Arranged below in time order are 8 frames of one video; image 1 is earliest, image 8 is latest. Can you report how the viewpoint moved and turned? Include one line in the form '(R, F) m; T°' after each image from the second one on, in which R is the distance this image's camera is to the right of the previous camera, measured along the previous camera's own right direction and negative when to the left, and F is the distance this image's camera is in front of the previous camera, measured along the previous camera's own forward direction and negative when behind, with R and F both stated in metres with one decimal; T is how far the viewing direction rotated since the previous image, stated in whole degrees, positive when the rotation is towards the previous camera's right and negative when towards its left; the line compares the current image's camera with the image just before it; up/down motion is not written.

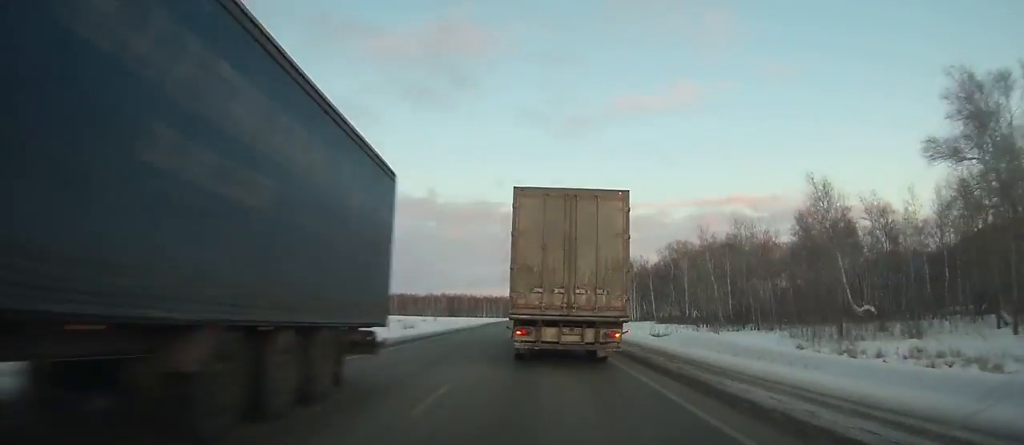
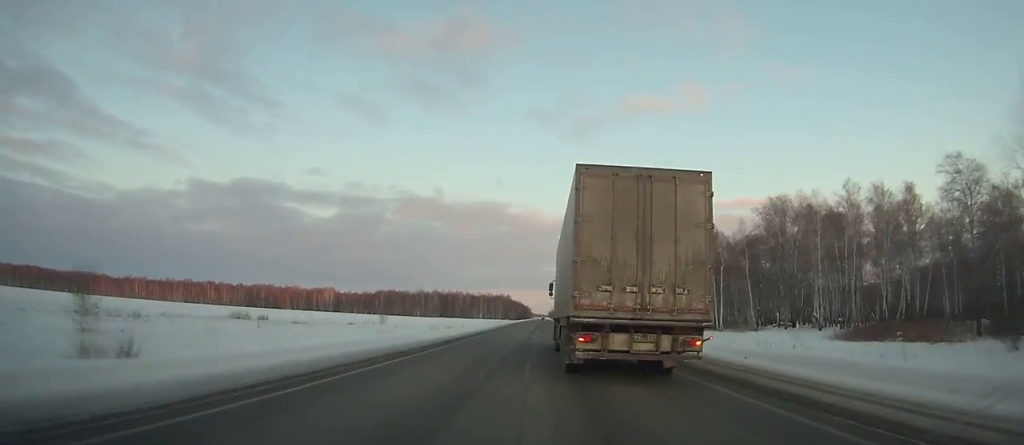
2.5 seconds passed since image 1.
(-0.3, +68.3) m; 0°
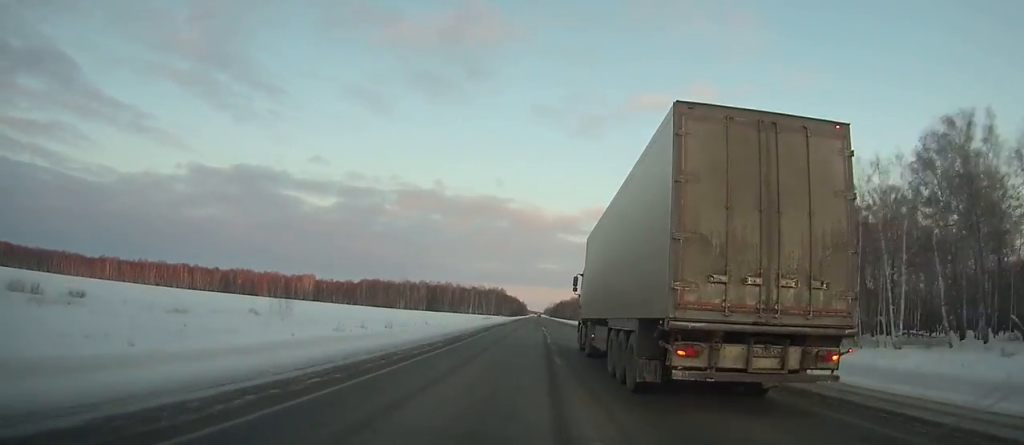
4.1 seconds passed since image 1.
(-0.2, +44.6) m; 0°
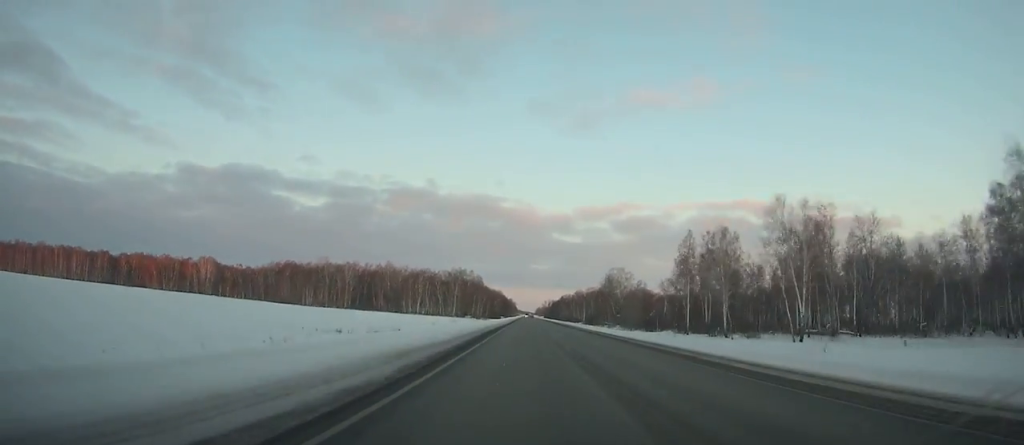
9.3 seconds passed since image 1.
(+2.0, +157.7) m; +2°
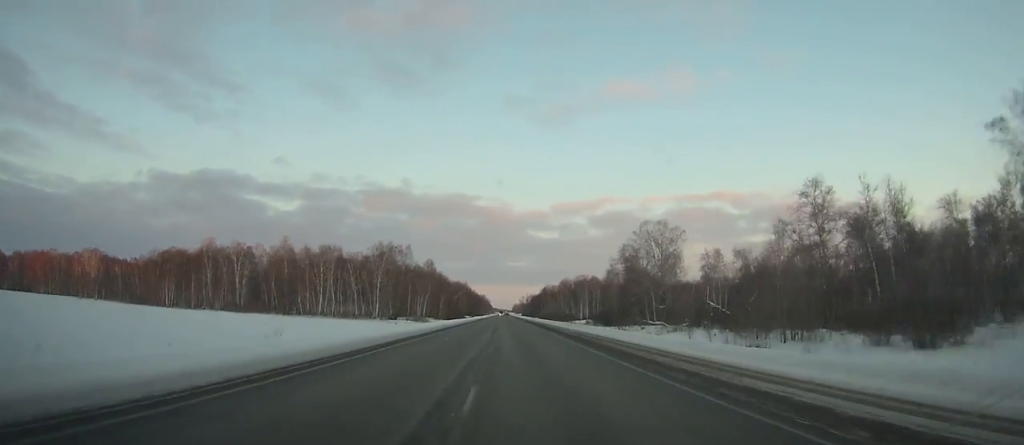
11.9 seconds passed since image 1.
(+0.9, +84.5) m; +1°
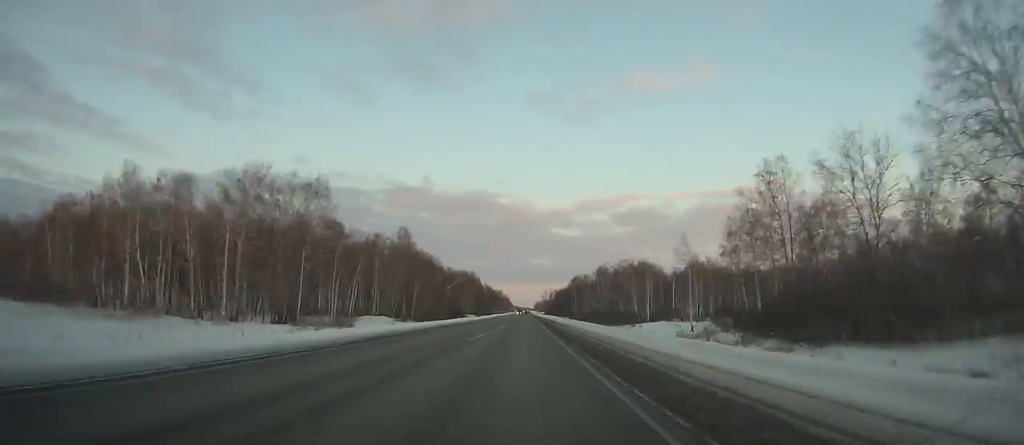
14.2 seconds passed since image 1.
(+0.2, +76.9) m; 0°
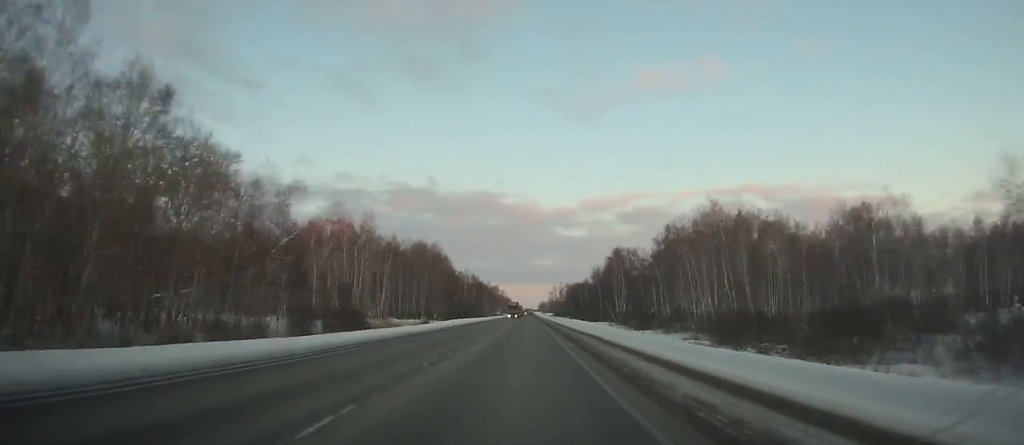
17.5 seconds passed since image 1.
(-1.1, +112.2) m; -1°
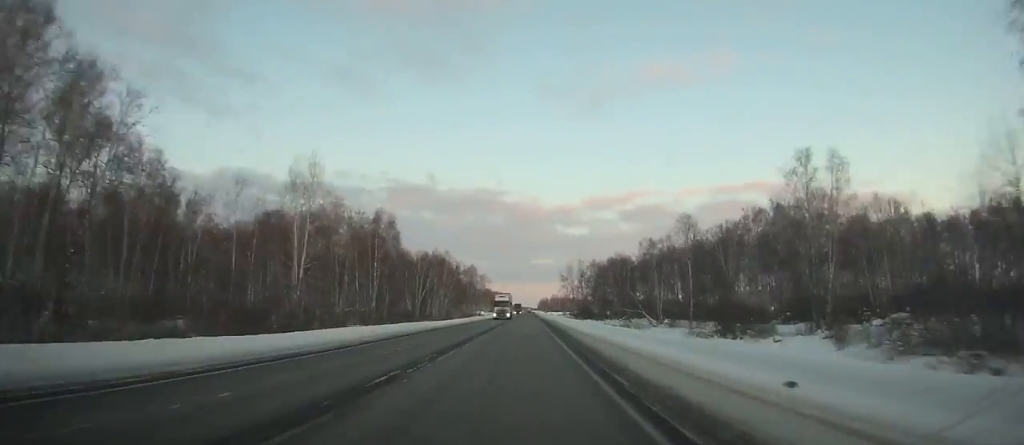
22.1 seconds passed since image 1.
(-0.5, +156.4) m; 0°
